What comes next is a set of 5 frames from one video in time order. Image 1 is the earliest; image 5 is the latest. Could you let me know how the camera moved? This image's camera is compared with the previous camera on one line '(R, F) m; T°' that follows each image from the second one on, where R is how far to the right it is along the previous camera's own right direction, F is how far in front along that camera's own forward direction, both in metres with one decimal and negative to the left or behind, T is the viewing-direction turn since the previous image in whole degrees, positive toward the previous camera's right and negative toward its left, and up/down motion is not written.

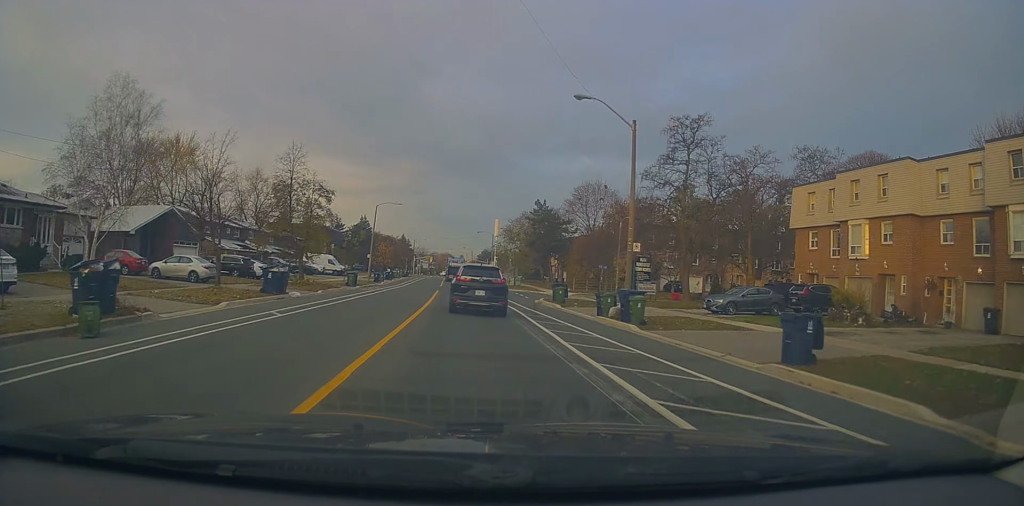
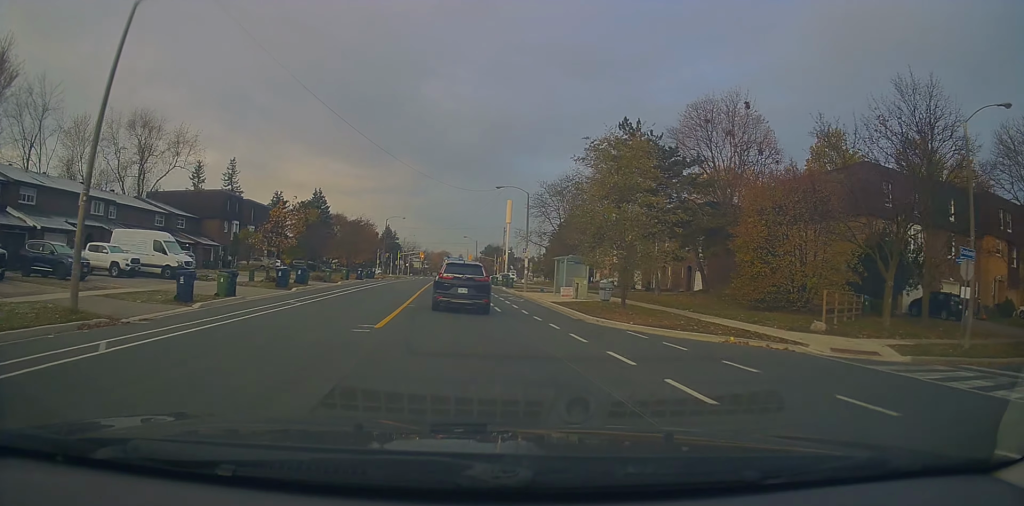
(+1.5, +44.4) m; +1°
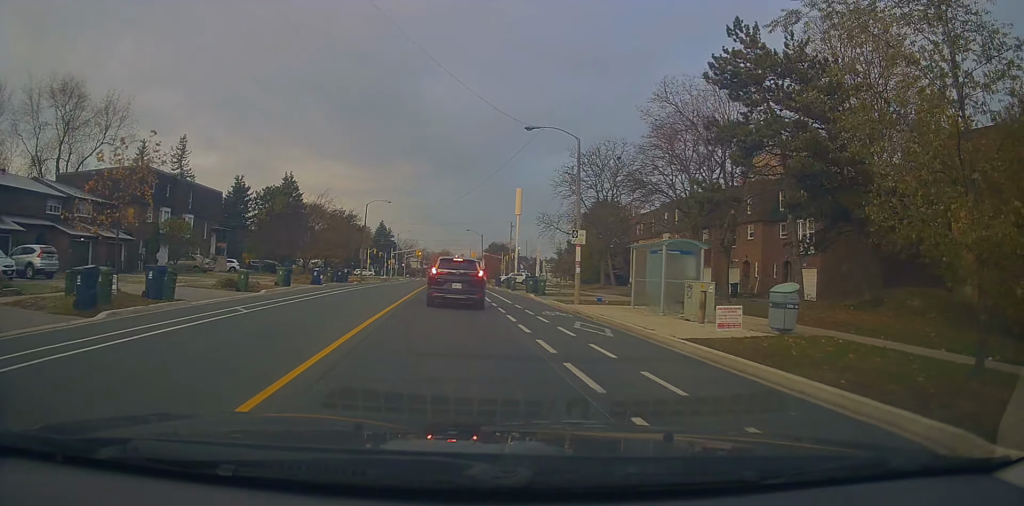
(0.0, +17.4) m; +2°
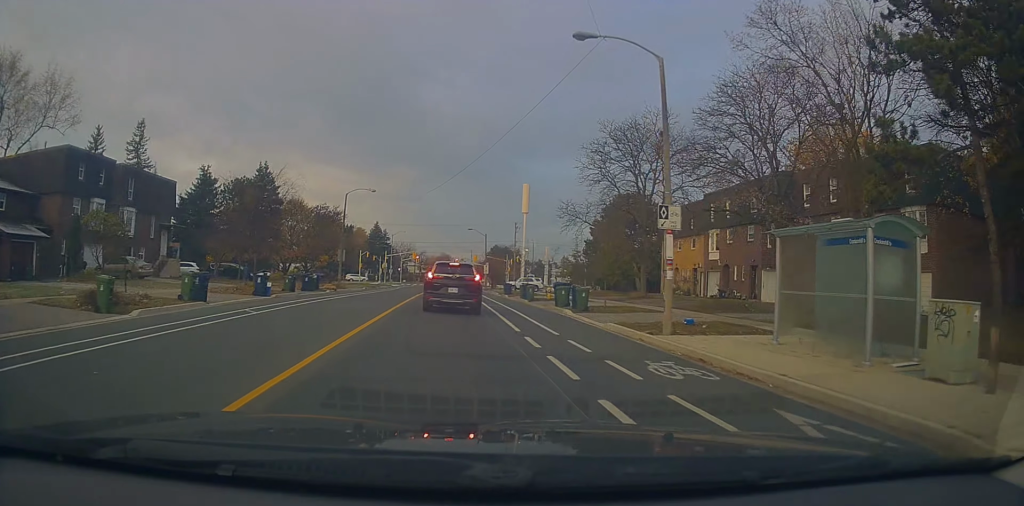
(+0.3, +11.0) m; -1°
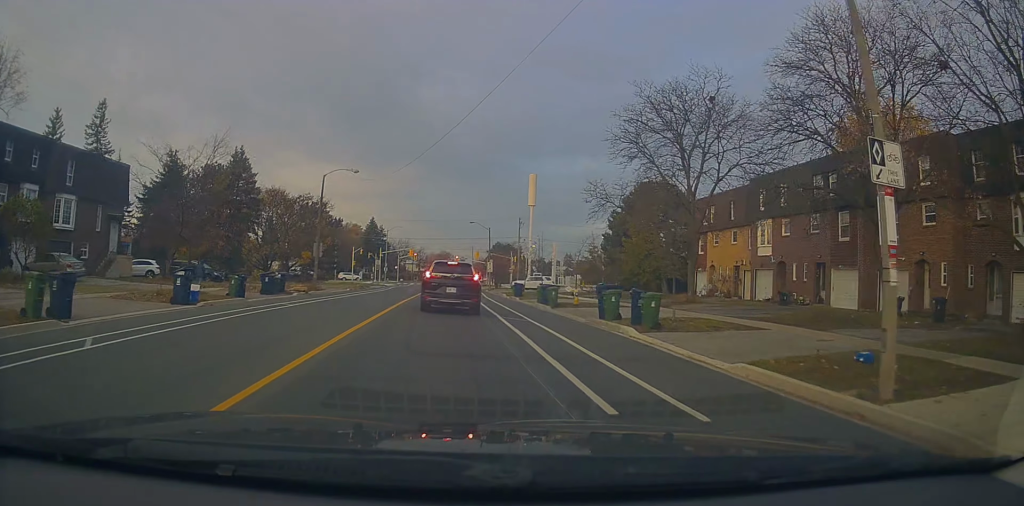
(-0.6, +8.1) m; -2°
